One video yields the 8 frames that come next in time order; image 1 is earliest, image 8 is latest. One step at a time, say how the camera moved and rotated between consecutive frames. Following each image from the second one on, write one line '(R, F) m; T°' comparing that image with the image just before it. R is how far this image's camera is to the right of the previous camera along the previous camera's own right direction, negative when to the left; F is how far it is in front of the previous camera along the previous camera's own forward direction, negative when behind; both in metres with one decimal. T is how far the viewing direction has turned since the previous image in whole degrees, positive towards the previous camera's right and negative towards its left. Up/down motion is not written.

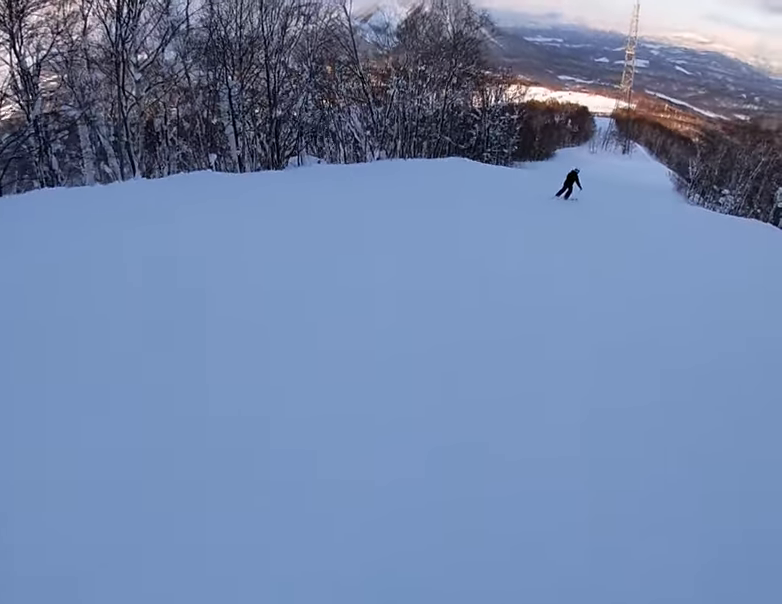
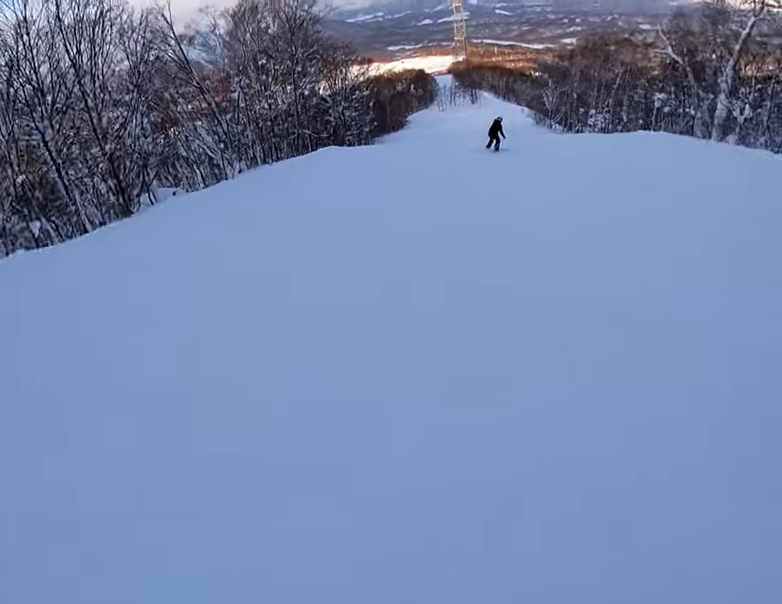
(+0.6, +5.1) m; +11°
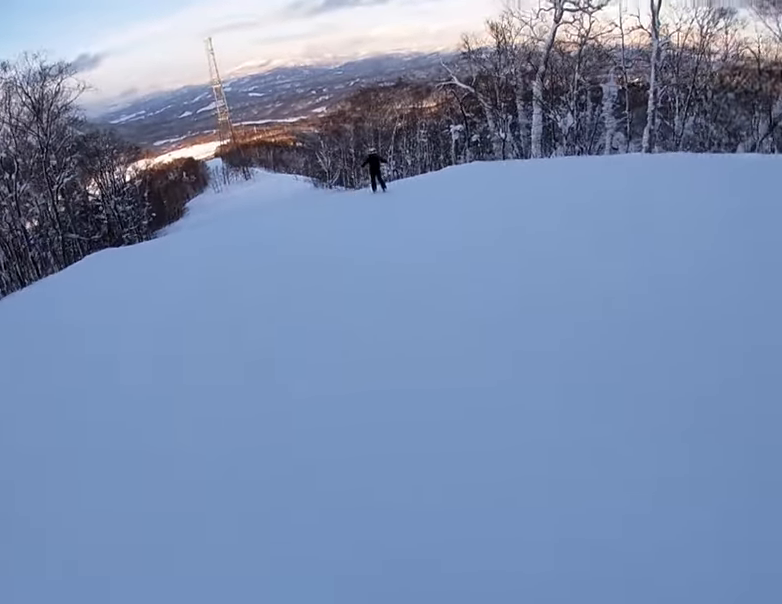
(+1.5, +8.5) m; +18°
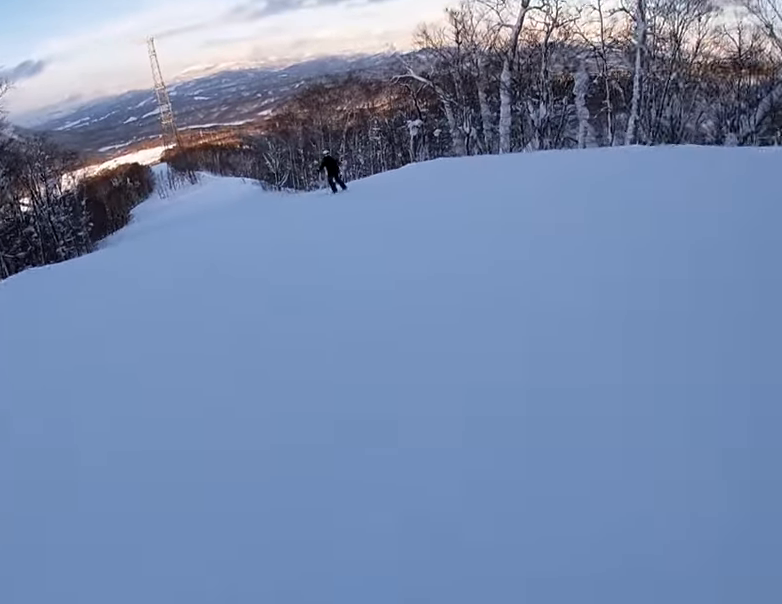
(+0.2, +3.7) m; +7°
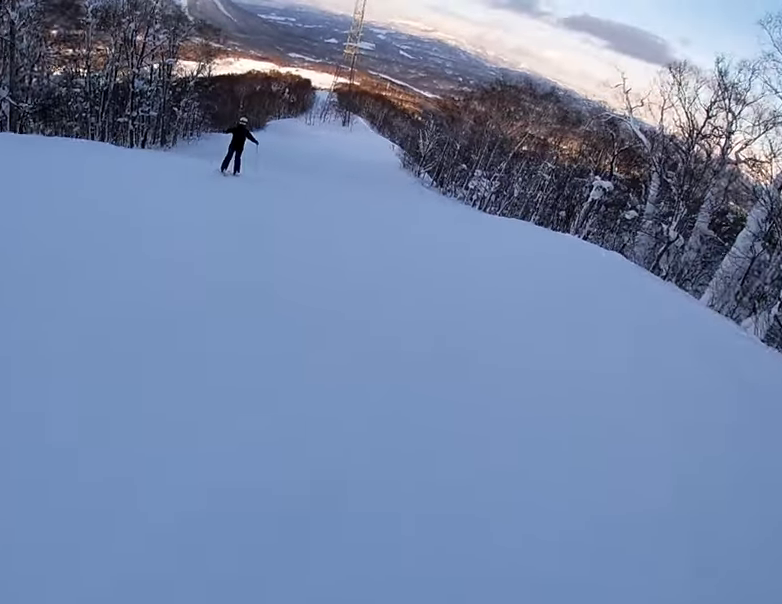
(+1.0, +12.5) m; -4°
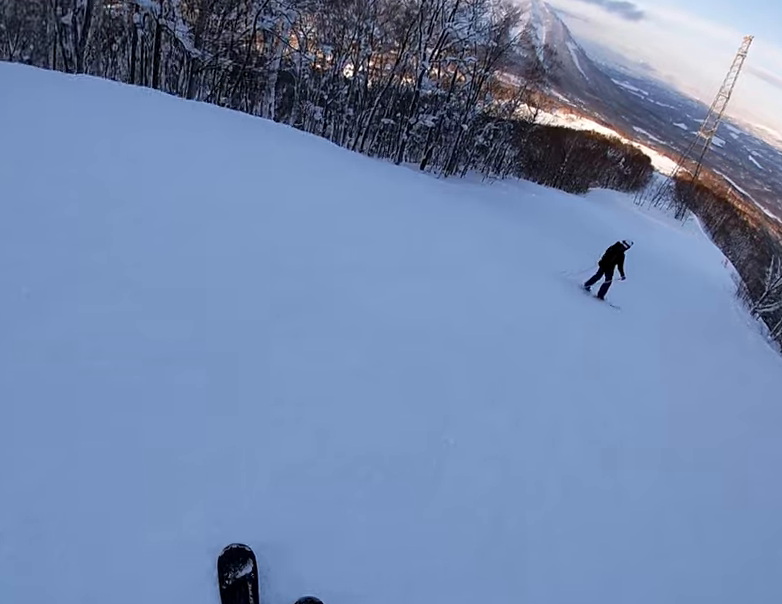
(-4.0, +13.0) m; -26°
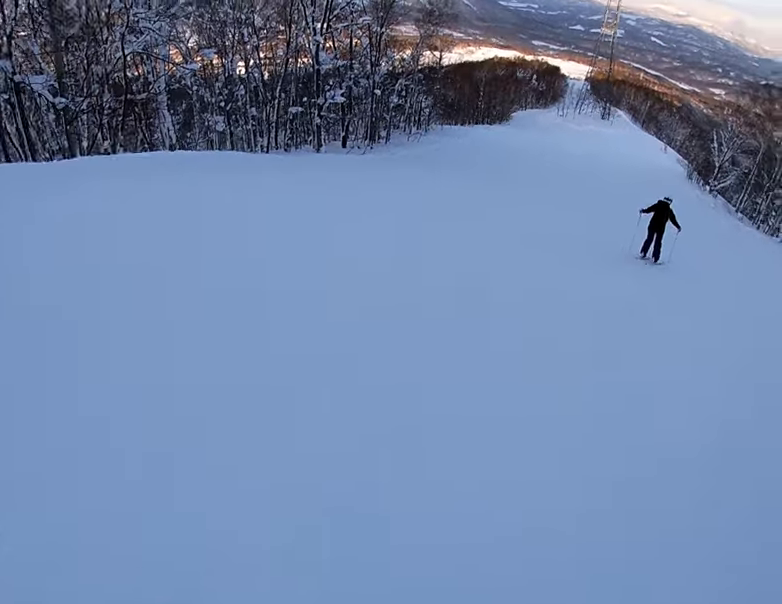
(0.0, +2.9) m; 0°
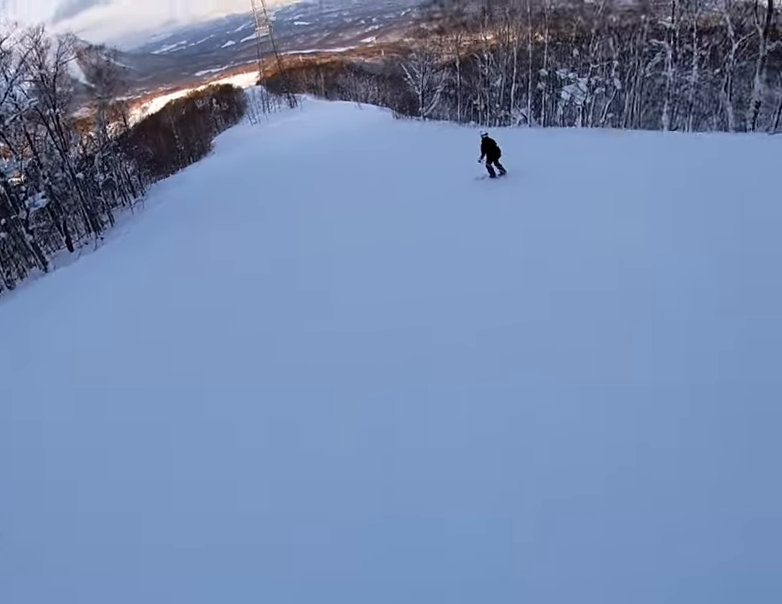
(0.0, +5.4) m; +11°
